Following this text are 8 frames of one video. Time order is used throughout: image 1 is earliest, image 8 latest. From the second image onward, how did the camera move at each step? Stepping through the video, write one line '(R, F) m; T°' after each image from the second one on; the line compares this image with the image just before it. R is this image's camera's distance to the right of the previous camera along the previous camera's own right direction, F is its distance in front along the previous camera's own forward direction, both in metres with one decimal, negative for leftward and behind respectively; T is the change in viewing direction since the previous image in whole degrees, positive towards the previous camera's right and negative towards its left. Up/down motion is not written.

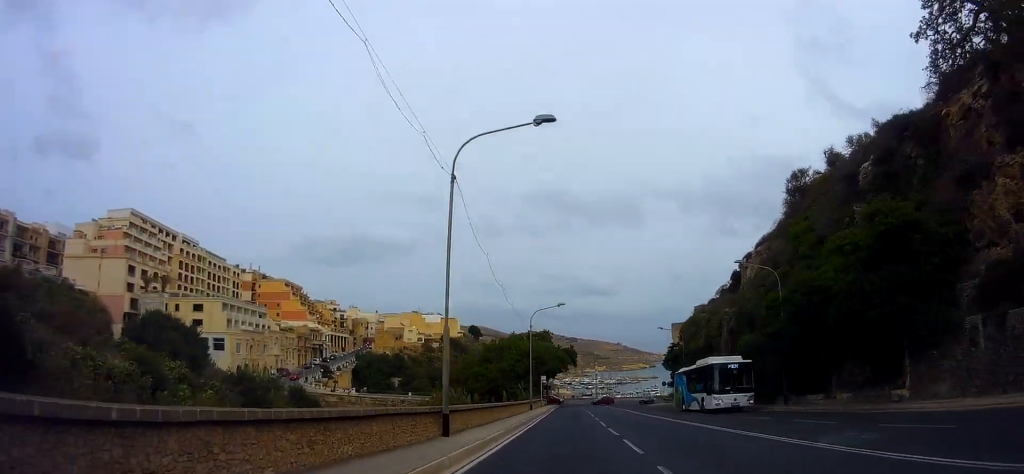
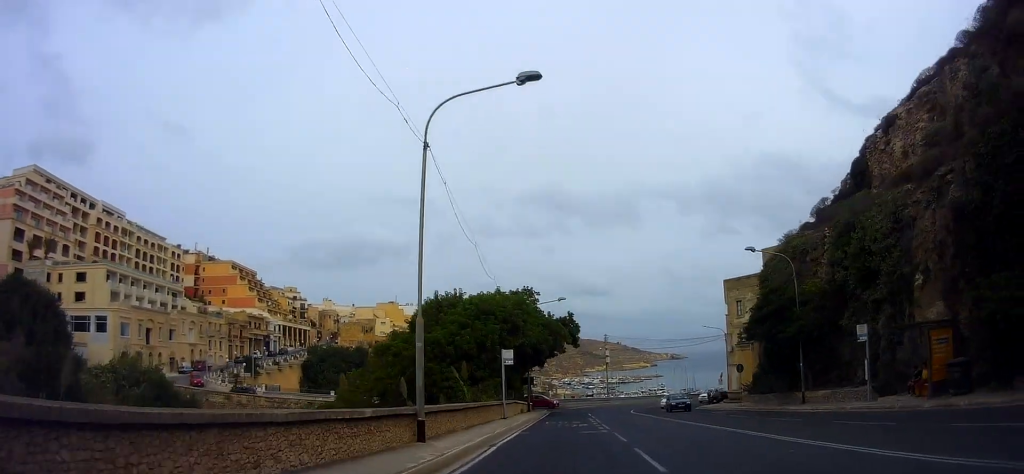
(+1.3, +34.0) m; +2°
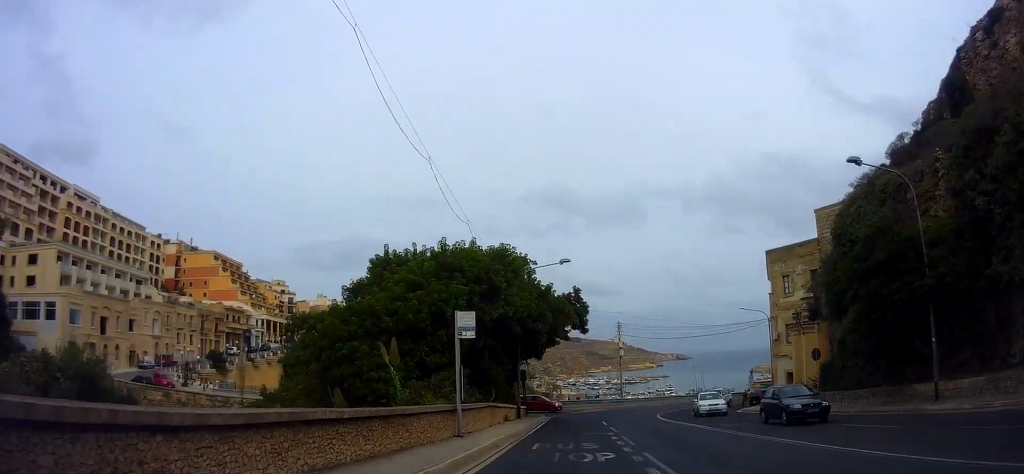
(-0.4, +12.9) m; -2°
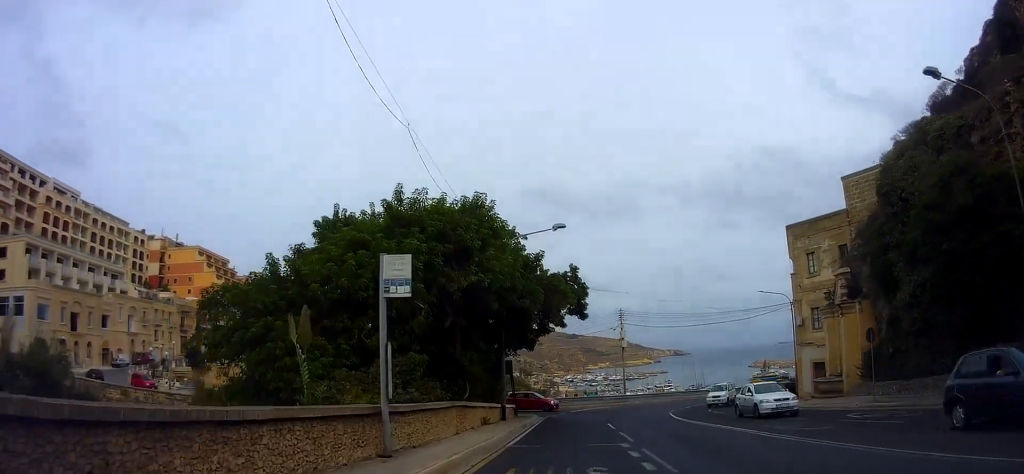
(+0.3, +6.5) m; -1°
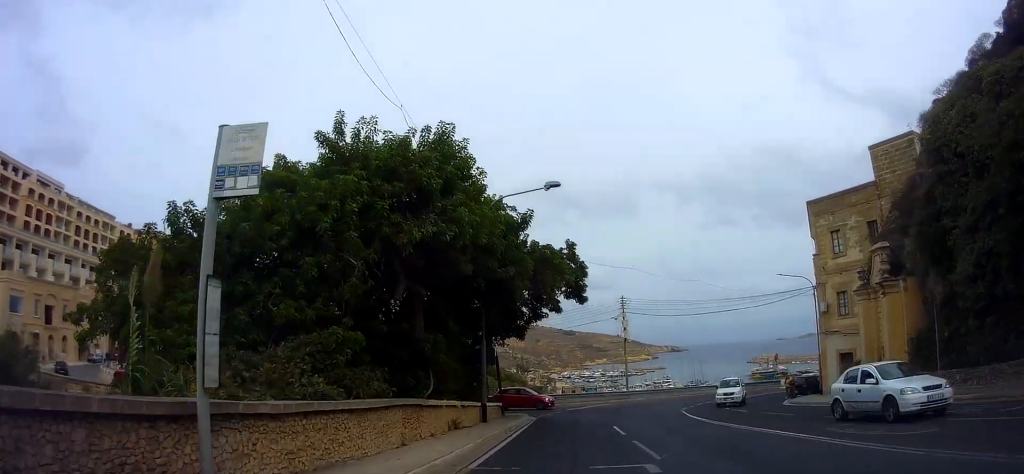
(-0.2, +5.2) m; 0°
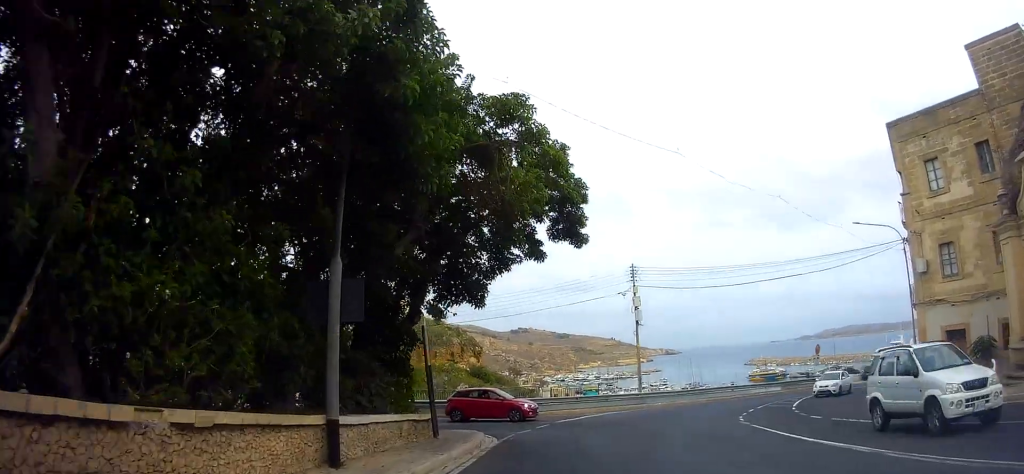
(+0.1, +13.9) m; +2°
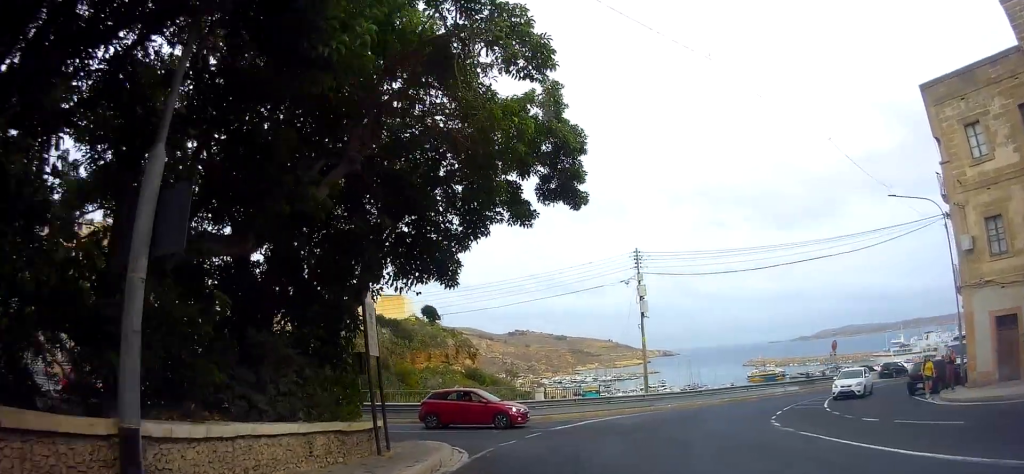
(+0.1, +4.5) m; +2°
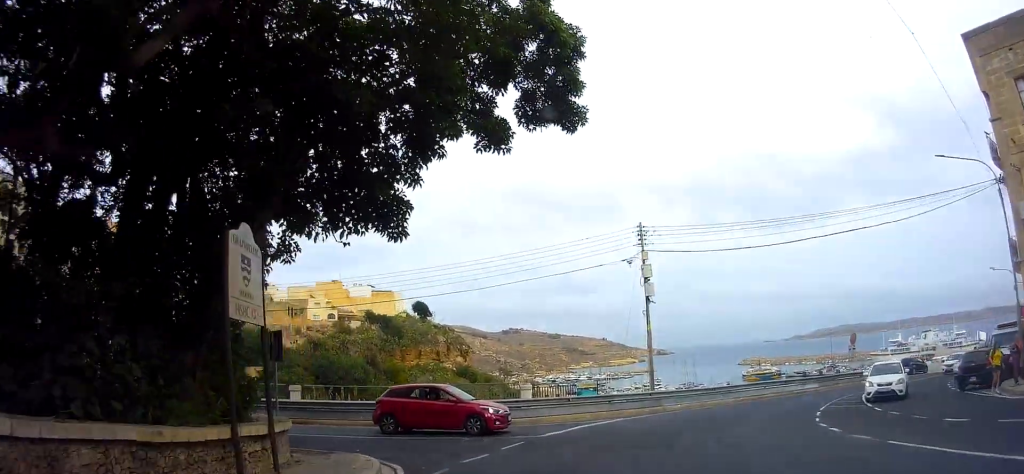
(-0.2, +4.9) m; +2°
